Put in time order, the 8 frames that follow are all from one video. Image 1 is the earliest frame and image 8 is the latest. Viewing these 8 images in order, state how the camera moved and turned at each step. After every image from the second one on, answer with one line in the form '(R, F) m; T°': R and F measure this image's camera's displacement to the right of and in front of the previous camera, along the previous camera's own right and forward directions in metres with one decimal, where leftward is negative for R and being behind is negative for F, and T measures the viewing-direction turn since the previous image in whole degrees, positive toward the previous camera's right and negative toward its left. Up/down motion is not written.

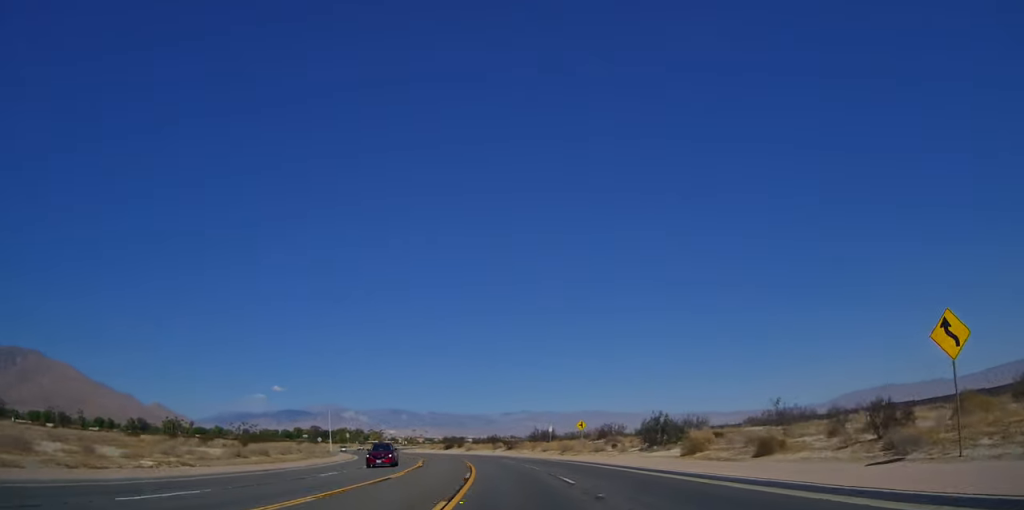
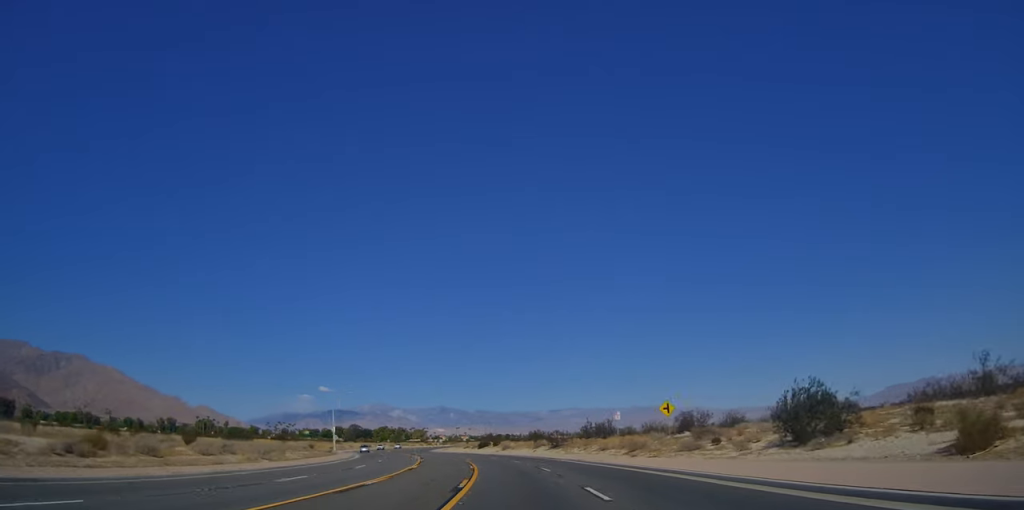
(-0.3, +20.5) m; -4°
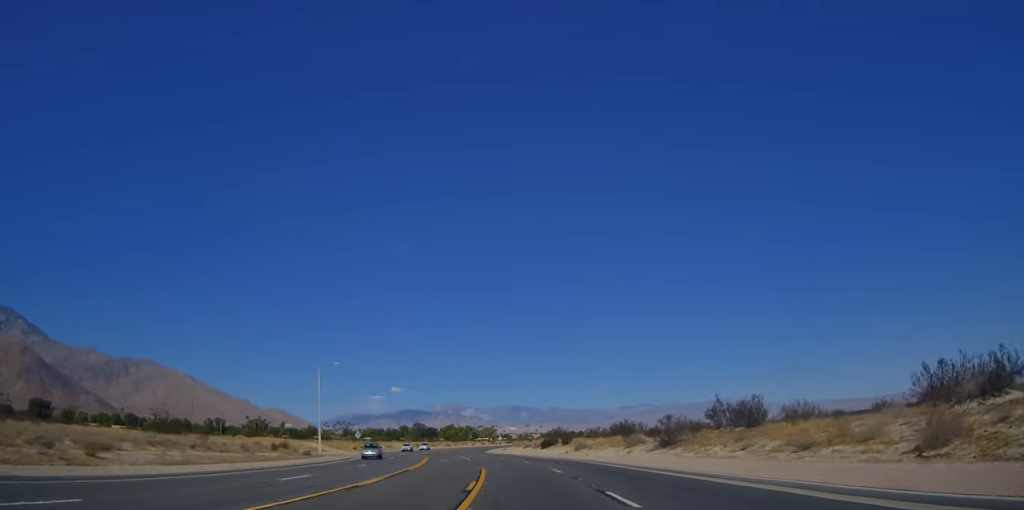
(-2.8, +30.3) m; -10°
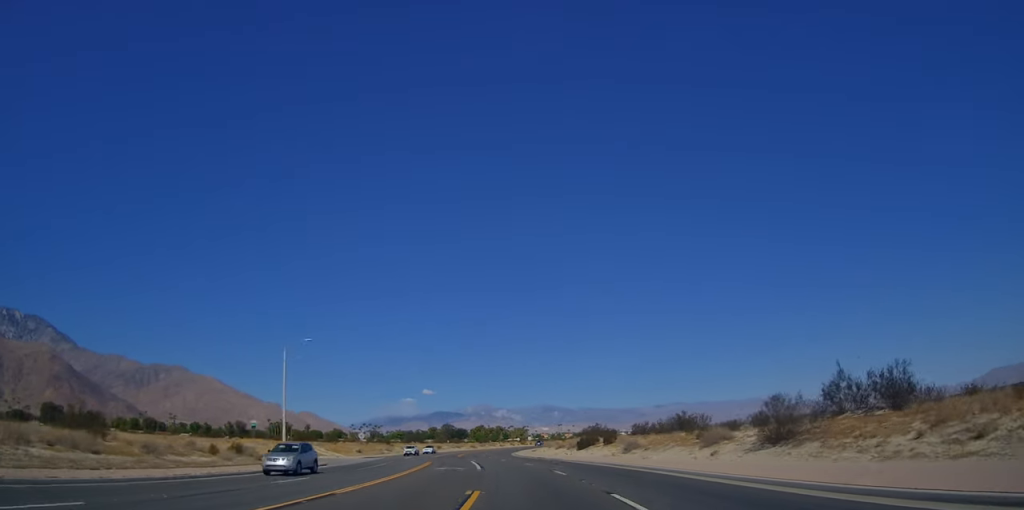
(-0.6, +15.1) m; -4°
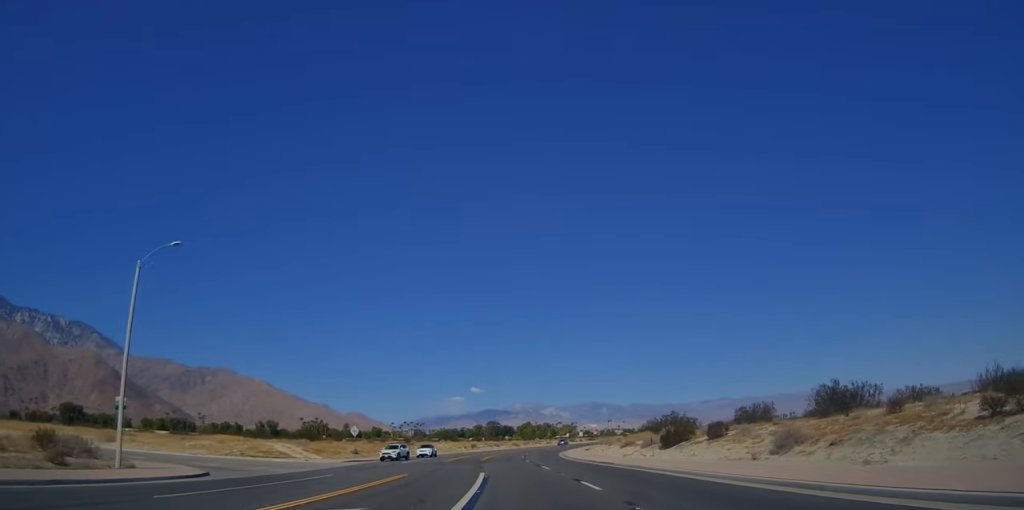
(-1.2, +23.2) m; -4°
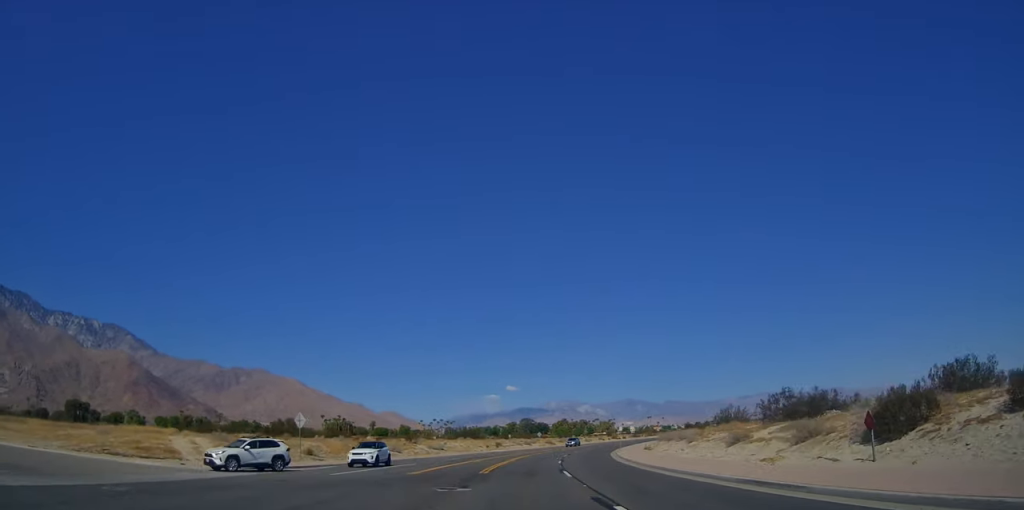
(-0.7, +23.4) m; -4°
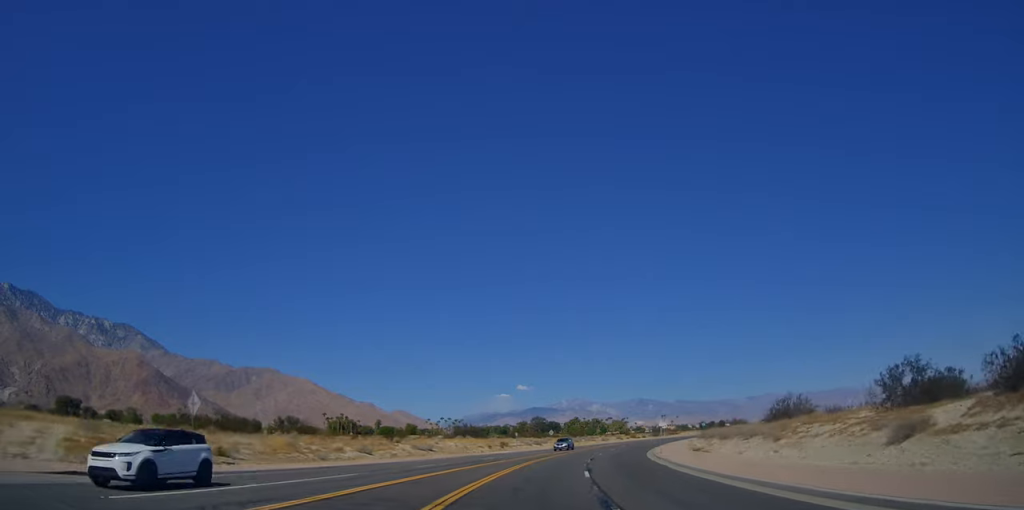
(-0.3, +15.3) m; -2°
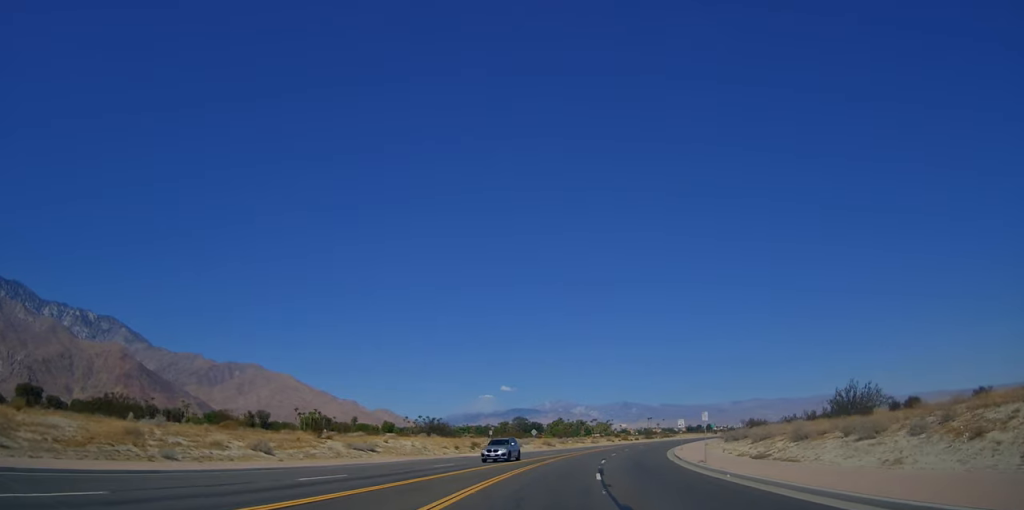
(-0.3, +16.5) m; -3°
